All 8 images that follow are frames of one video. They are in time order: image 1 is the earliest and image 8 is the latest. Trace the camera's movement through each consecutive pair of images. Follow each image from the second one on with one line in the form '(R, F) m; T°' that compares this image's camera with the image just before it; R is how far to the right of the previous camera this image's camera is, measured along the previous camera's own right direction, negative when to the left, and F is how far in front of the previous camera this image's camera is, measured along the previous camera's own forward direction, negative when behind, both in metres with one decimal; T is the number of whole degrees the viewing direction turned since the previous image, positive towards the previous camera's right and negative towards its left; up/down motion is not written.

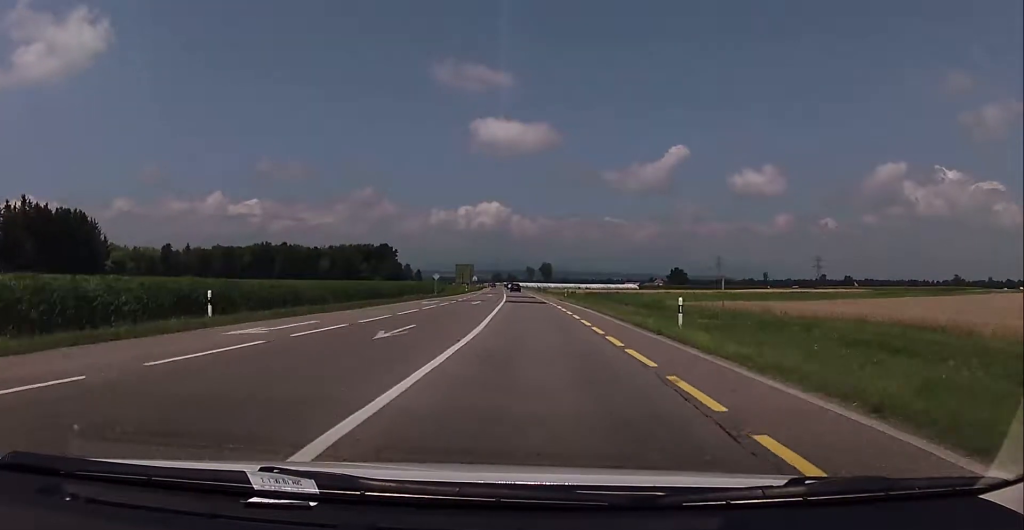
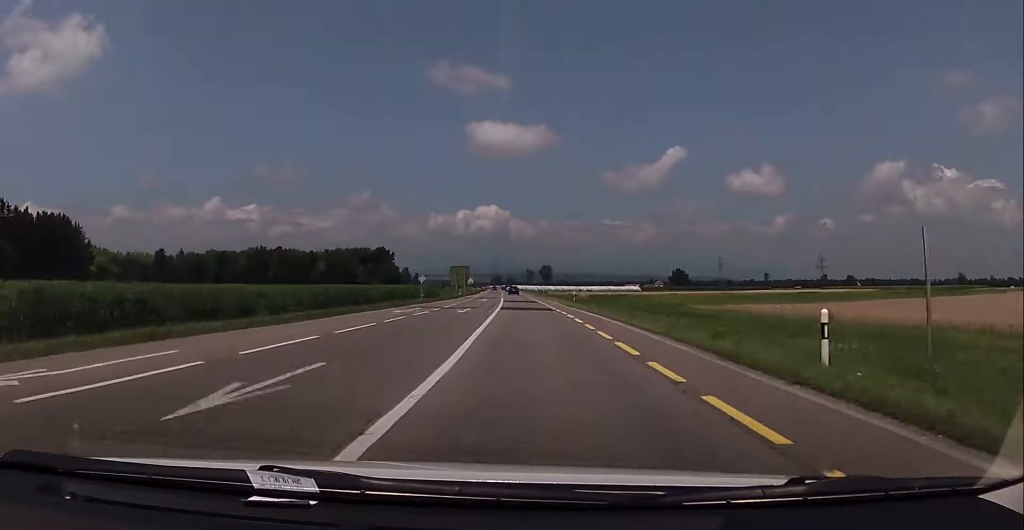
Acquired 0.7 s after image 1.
(+0.2, +9.0) m; +1°
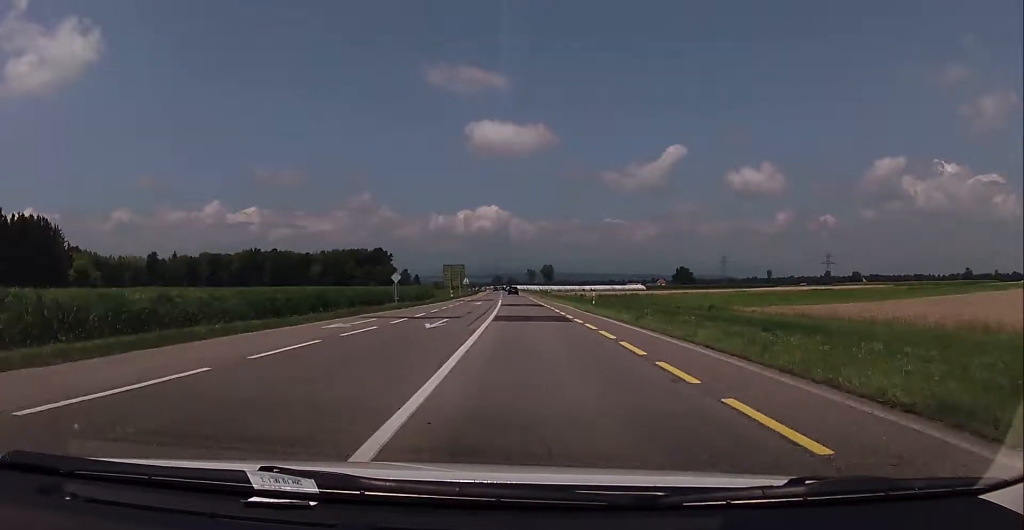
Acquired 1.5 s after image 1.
(+0.2, +12.2) m; 0°
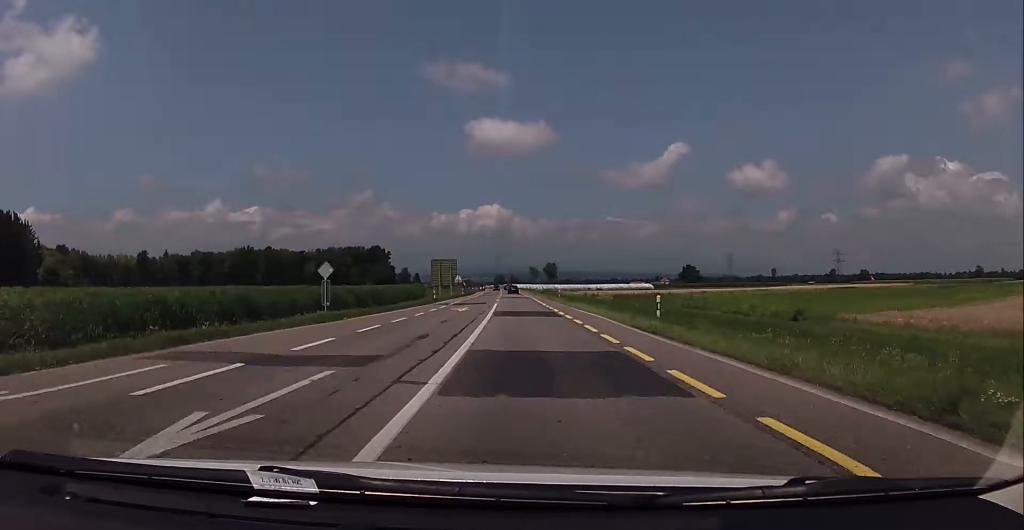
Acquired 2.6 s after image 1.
(-0.4, +16.9) m; -1°
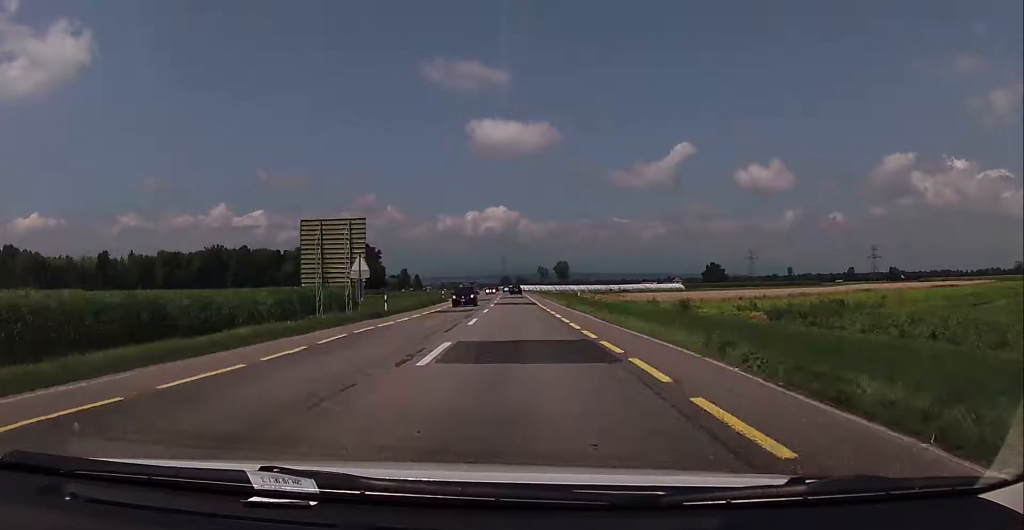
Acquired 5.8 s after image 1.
(+0.6, +58.6) m; +1°
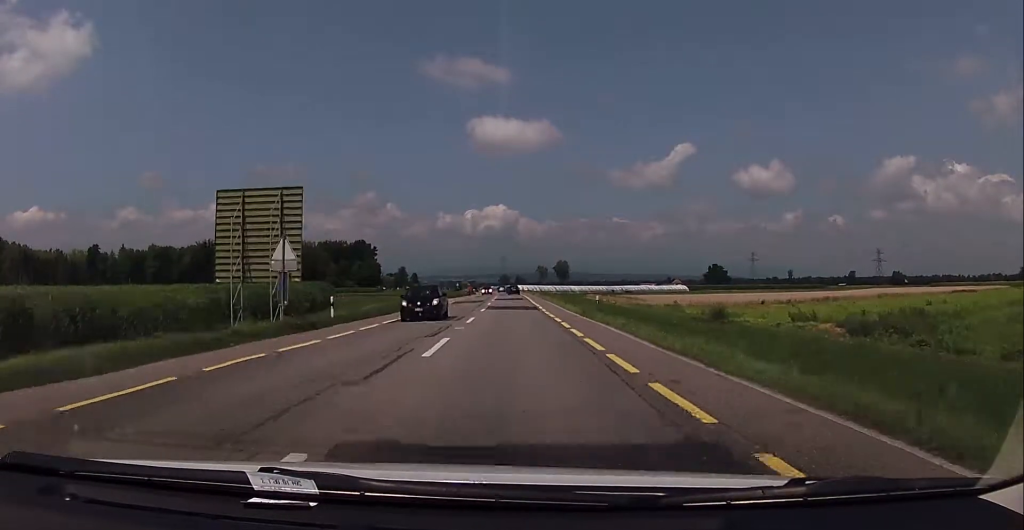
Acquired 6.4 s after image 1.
(0.0, +10.3) m; 0°
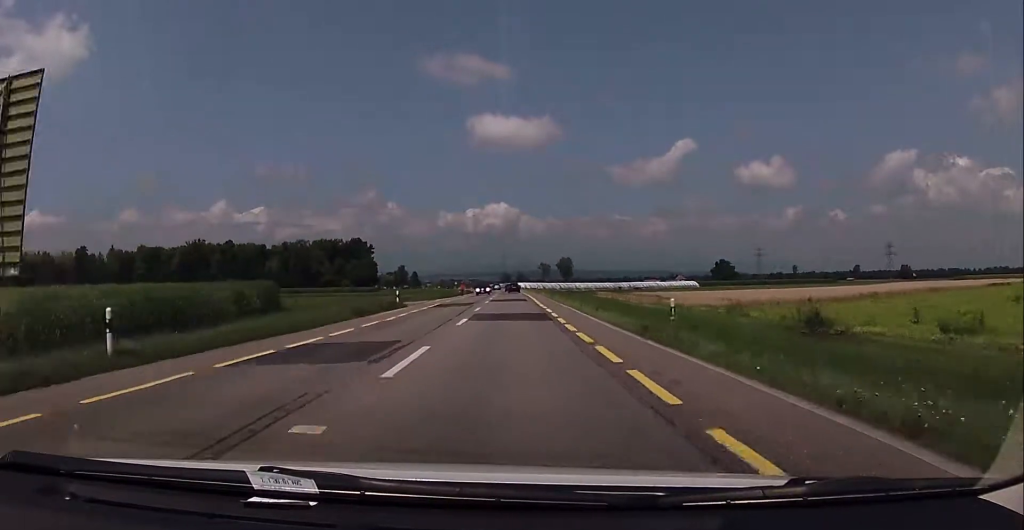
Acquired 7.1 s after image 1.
(0.0, +15.2) m; 0°
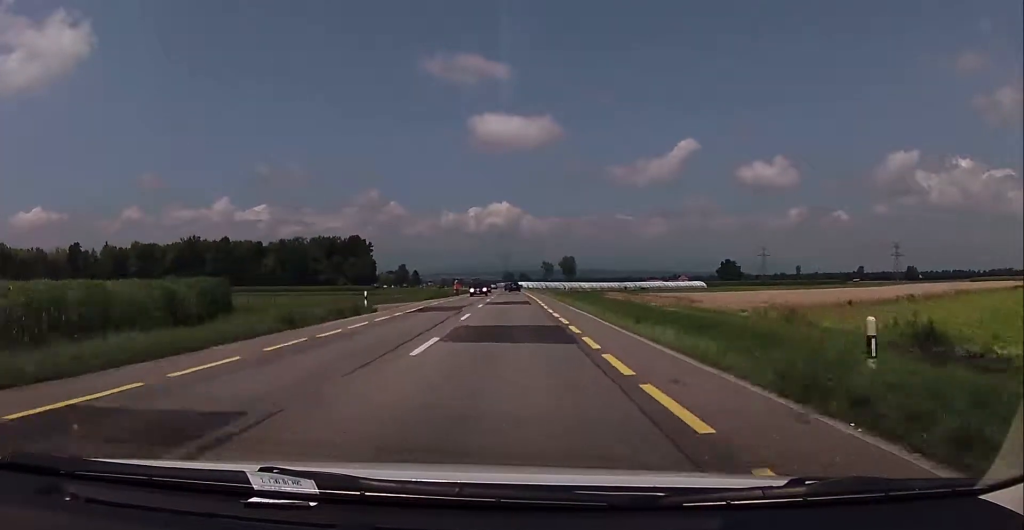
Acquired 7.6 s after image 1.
(0.0, +9.6) m; 0°
